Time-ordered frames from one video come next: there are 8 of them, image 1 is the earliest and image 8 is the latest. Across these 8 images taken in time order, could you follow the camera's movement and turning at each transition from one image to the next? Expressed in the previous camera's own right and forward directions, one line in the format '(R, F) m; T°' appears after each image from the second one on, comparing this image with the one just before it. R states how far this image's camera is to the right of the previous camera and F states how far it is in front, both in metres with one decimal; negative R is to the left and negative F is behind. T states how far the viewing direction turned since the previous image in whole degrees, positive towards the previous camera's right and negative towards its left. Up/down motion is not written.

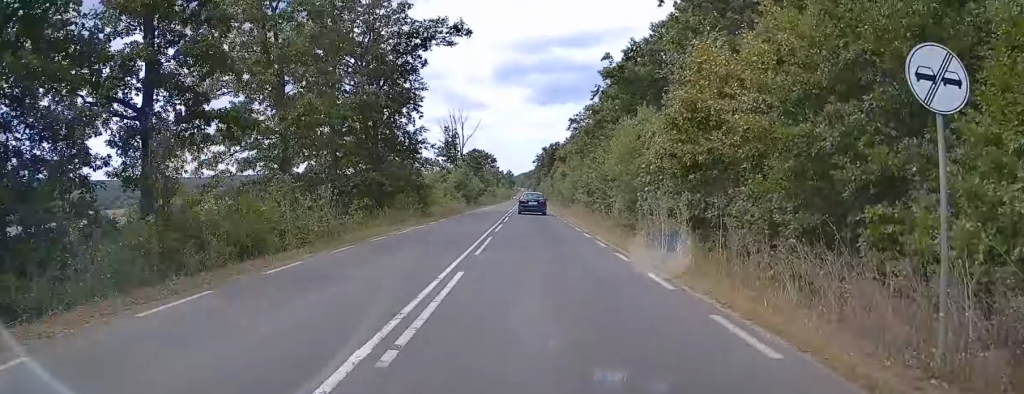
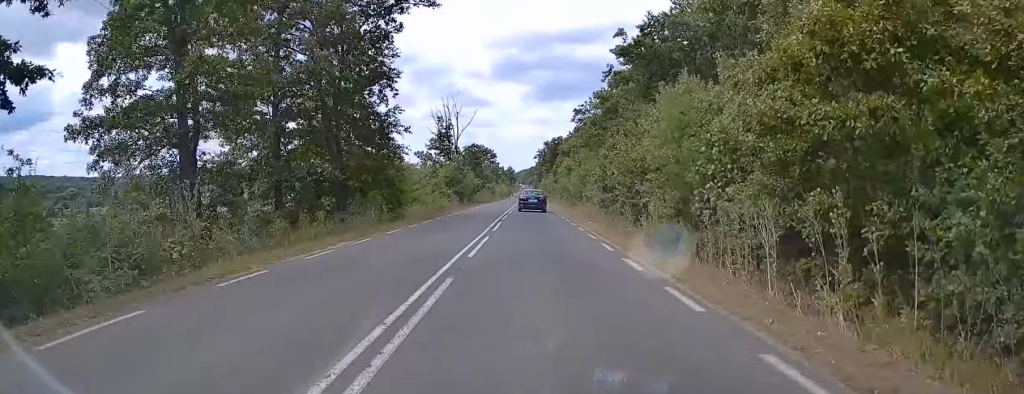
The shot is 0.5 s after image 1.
(0.0, +9.8) m; 0°
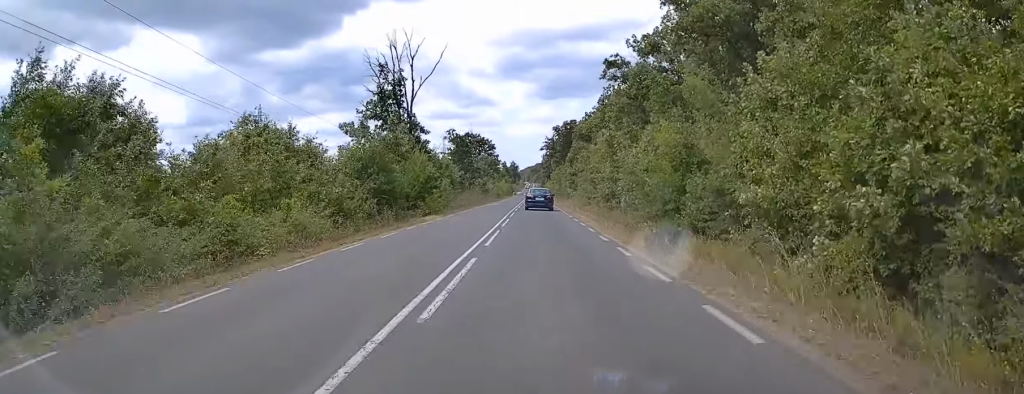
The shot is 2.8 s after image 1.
(0.0, +41.7) m; 0°
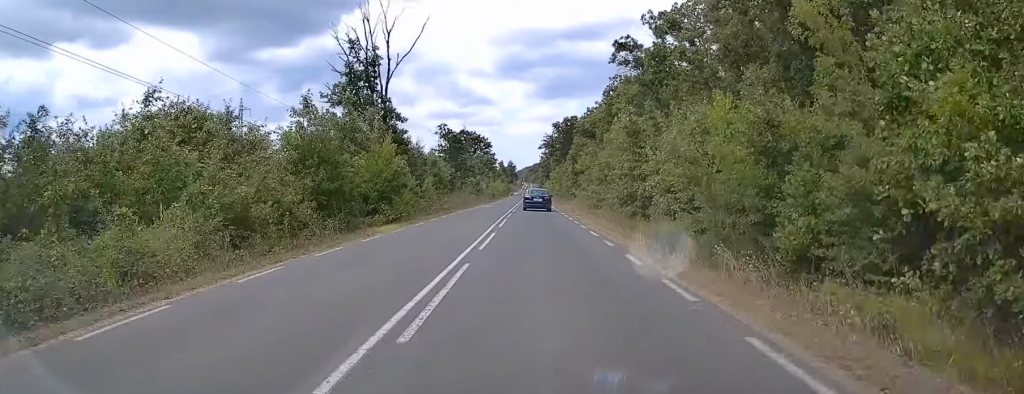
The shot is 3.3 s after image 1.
(0.0, +9.8) m; 0°
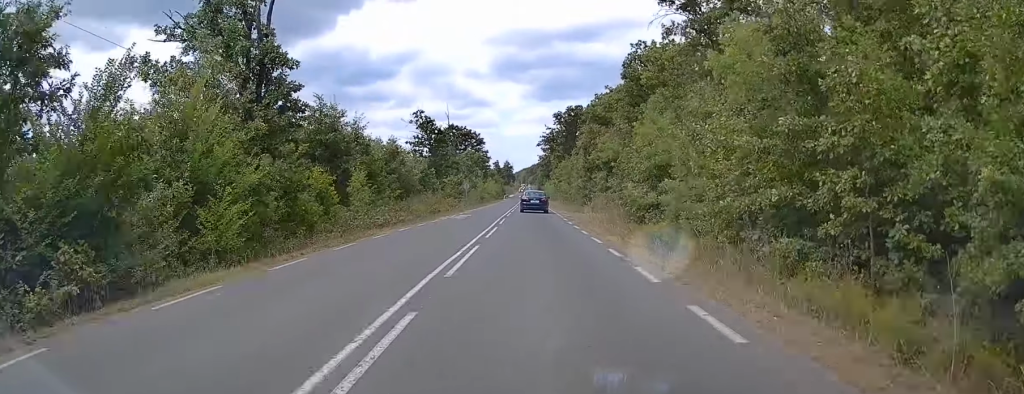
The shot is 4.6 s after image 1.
(-0.3, +22.5) m; -1°
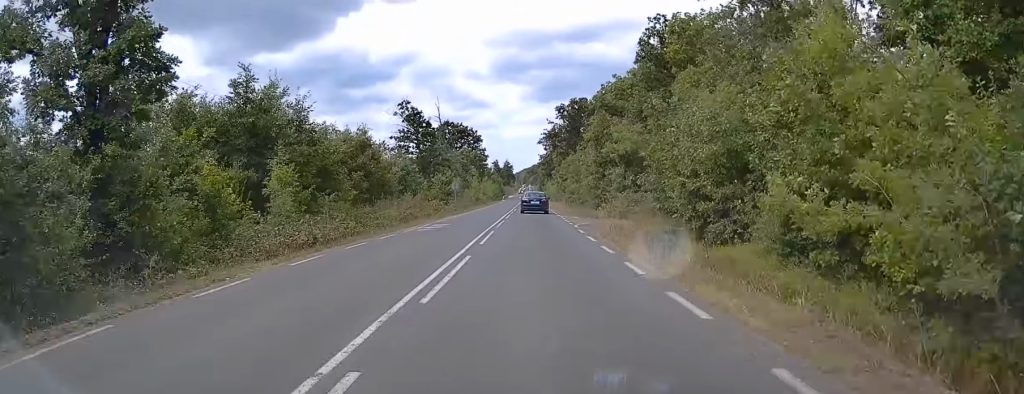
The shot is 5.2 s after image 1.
(-0.2, +10.9) m; 0°
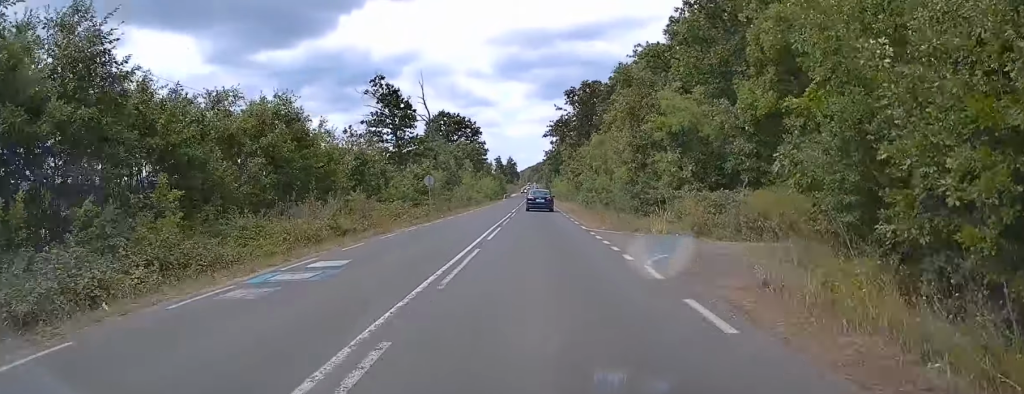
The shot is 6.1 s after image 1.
(+0.4, +17.0) m; +1°
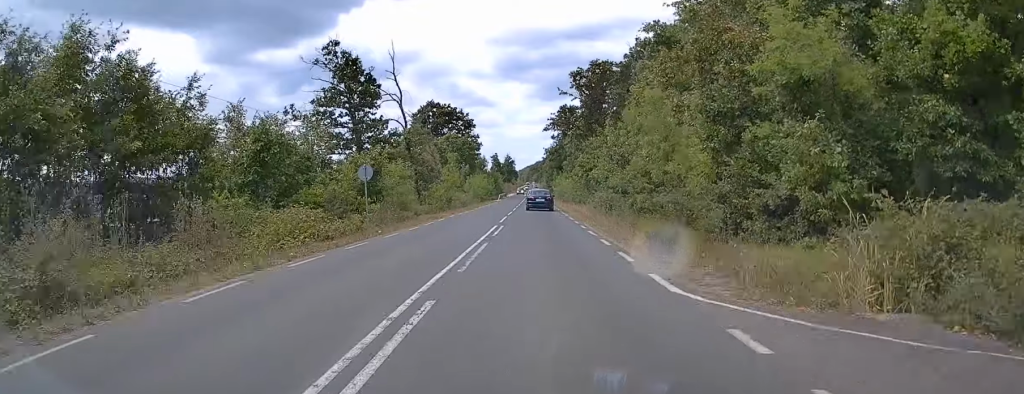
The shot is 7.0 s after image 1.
(0.0, +15.8) m; 0°
